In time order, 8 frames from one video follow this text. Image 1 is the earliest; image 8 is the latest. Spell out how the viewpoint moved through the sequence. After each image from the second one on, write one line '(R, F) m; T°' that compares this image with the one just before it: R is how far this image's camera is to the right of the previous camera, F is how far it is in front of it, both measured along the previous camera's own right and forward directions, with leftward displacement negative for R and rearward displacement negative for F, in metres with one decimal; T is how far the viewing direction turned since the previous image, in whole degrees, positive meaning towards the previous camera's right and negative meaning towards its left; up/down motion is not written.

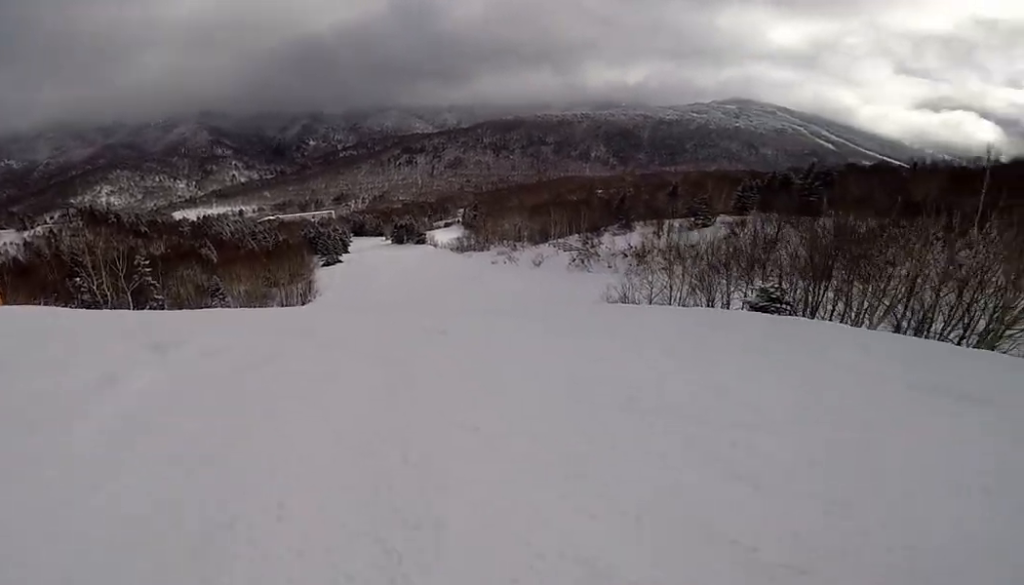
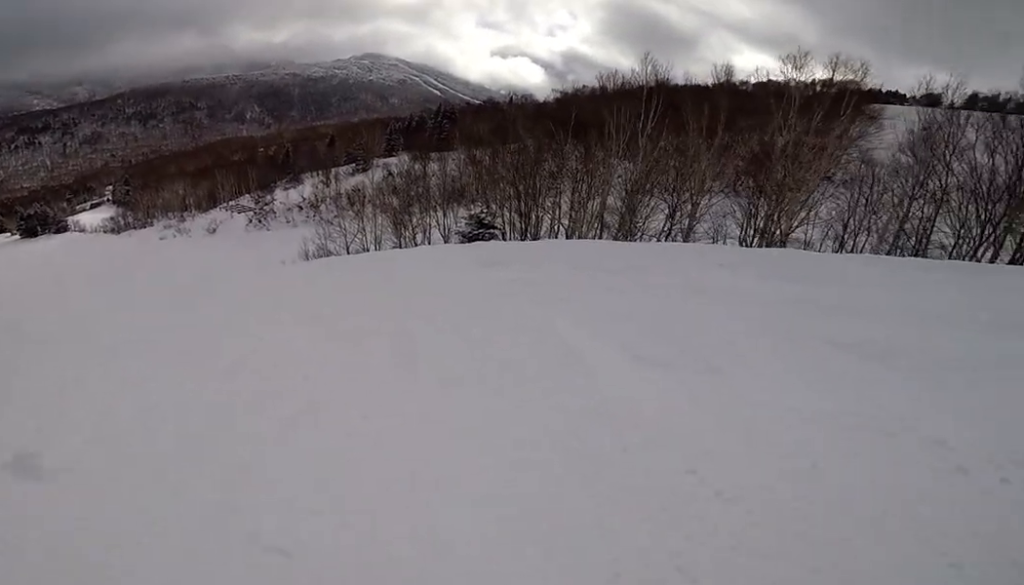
(+2.4, +6.6) m; +15°
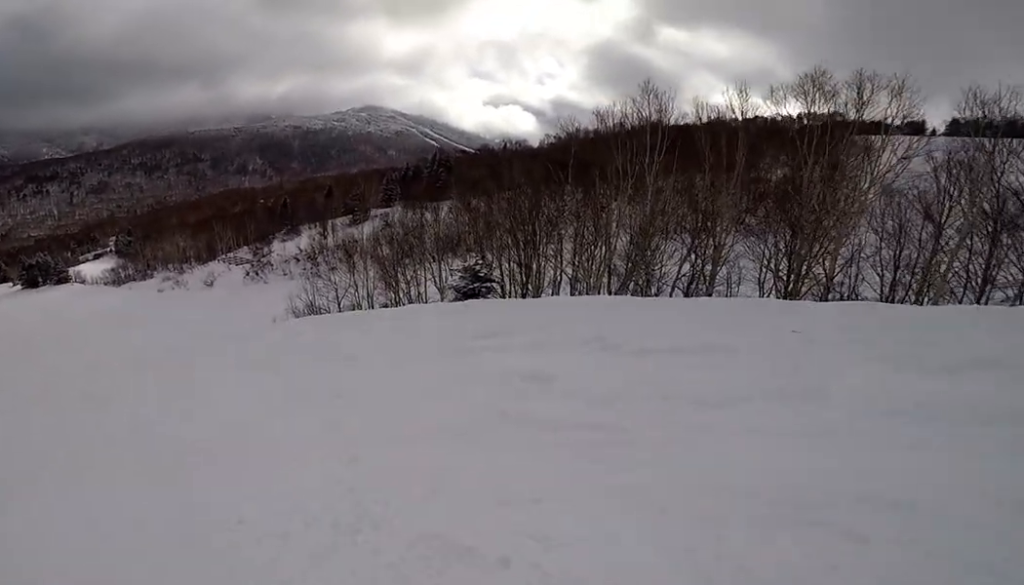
(-0.1, +2.8) m; -13°
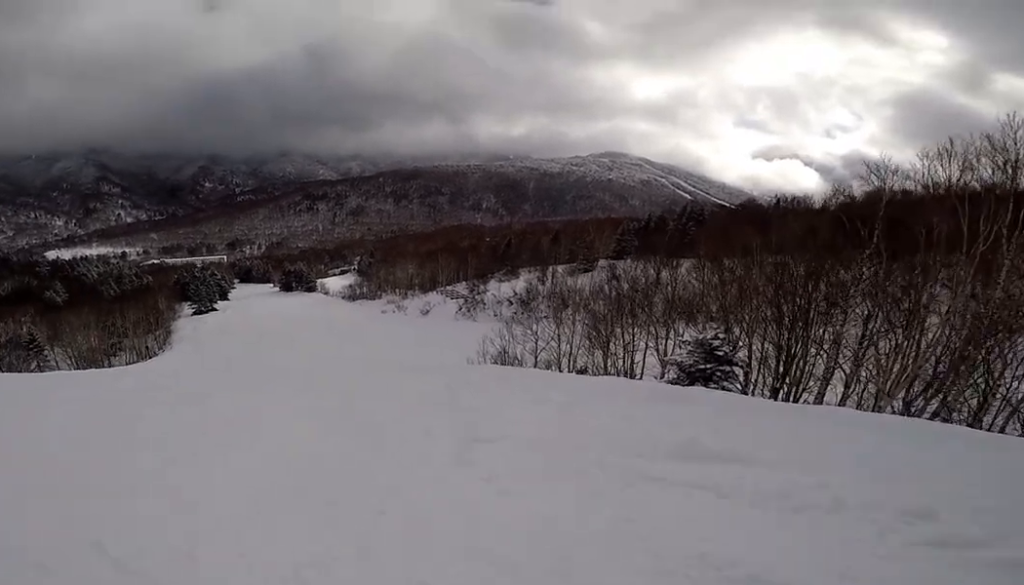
(-0.5, +2.9) m; -17°
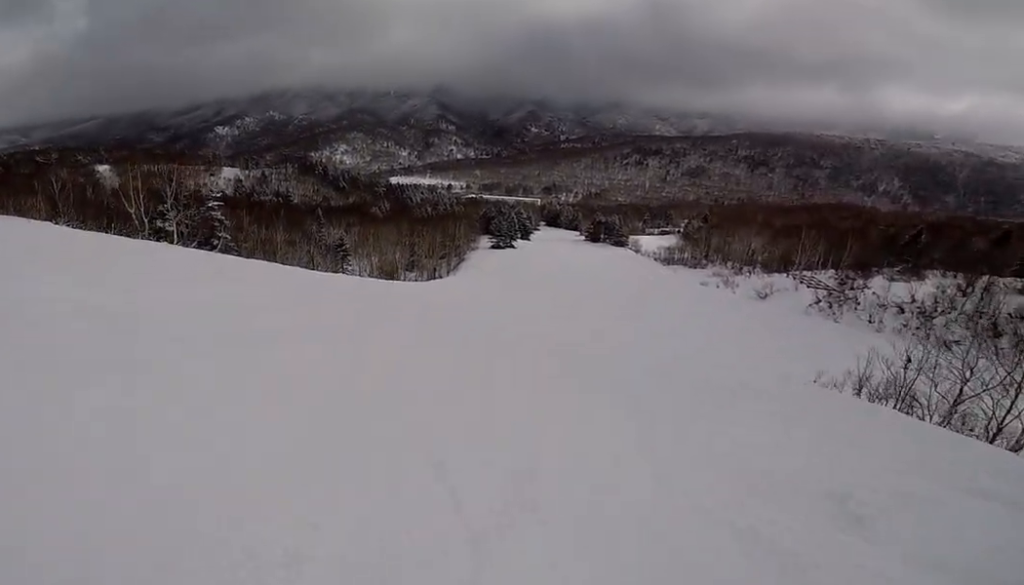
(-2.5, +6.4) m; -41°
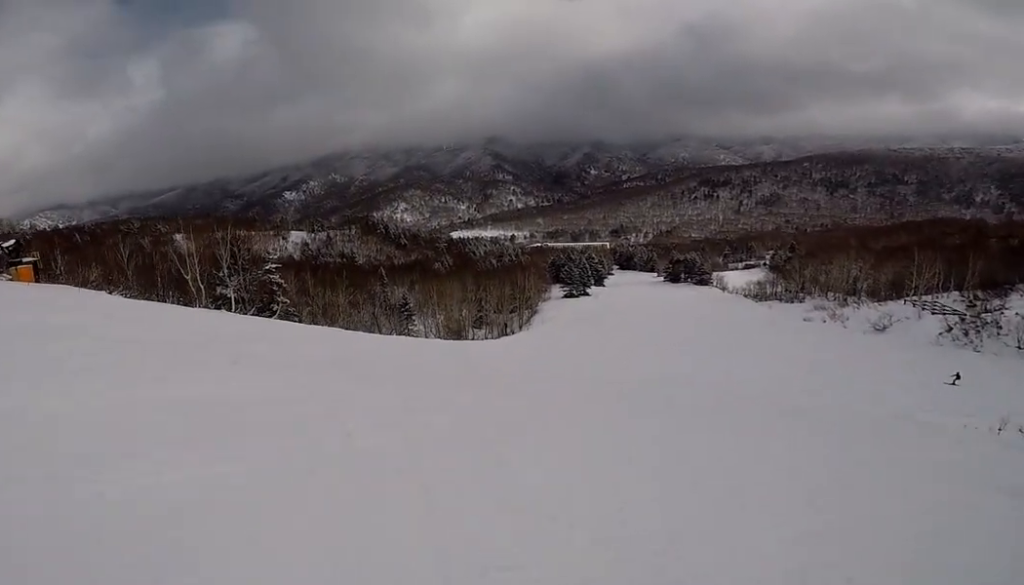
(-0.4, +3.6) m; +6°
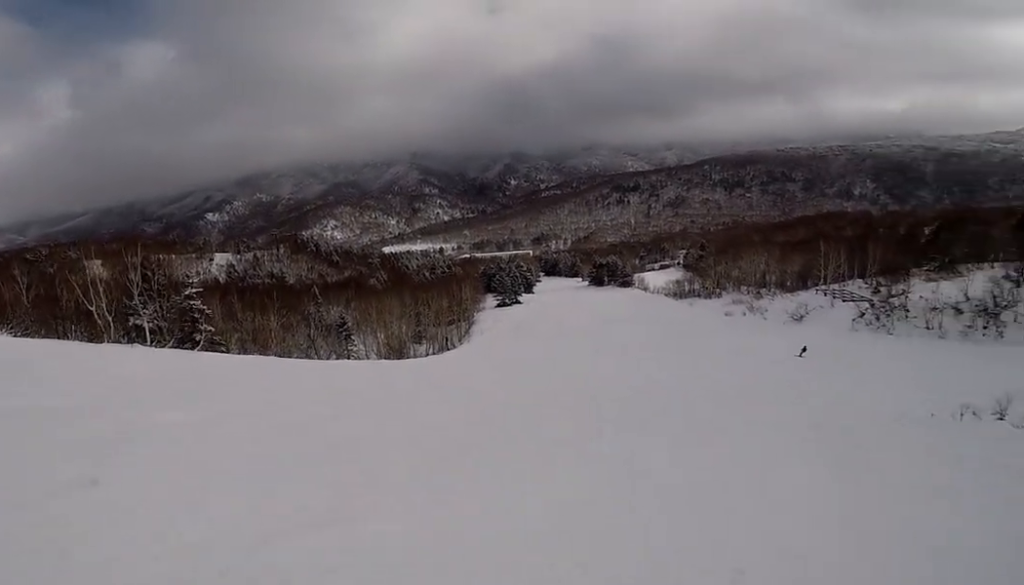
(+0.4, +3.7) m; +17°
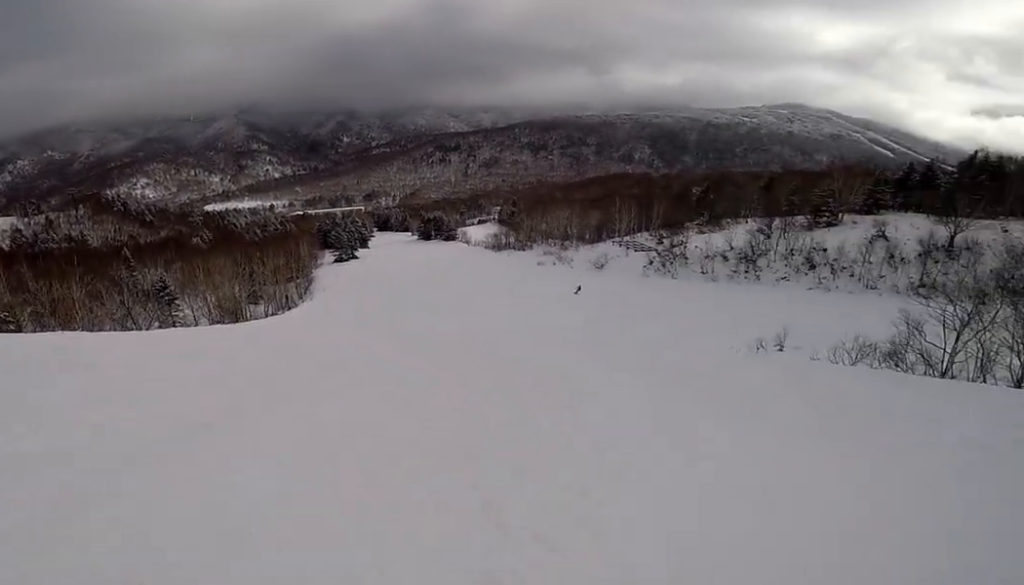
(0.0, +2.9) m; +17°
